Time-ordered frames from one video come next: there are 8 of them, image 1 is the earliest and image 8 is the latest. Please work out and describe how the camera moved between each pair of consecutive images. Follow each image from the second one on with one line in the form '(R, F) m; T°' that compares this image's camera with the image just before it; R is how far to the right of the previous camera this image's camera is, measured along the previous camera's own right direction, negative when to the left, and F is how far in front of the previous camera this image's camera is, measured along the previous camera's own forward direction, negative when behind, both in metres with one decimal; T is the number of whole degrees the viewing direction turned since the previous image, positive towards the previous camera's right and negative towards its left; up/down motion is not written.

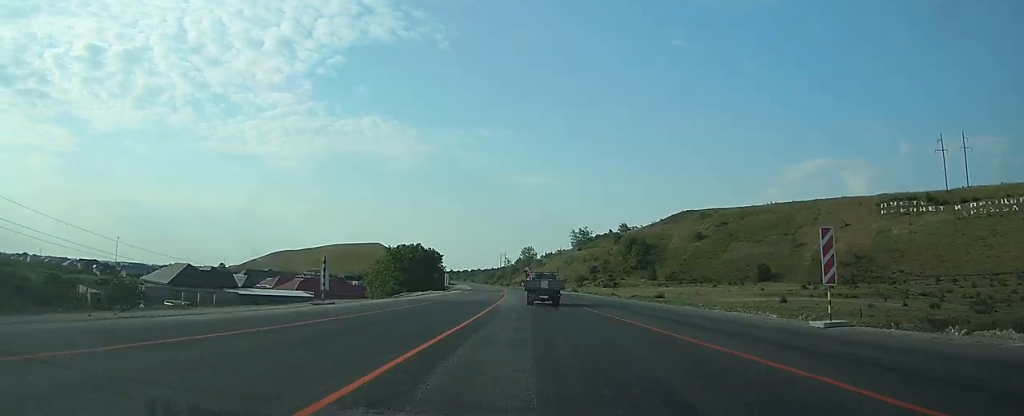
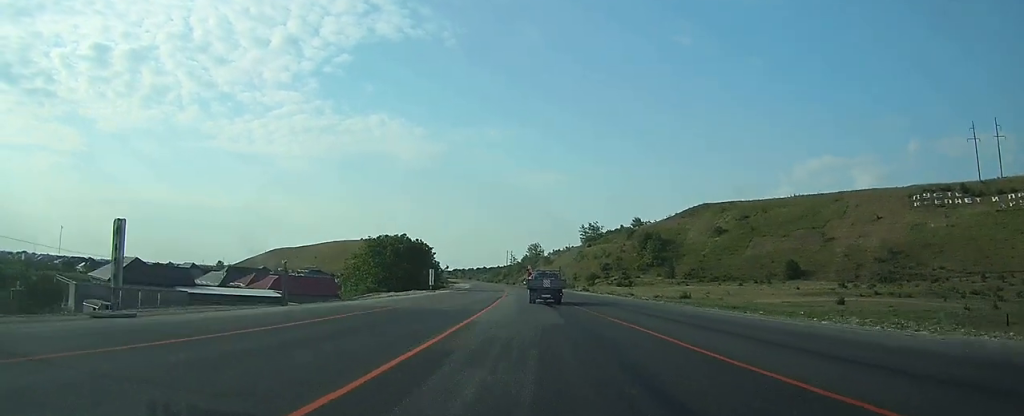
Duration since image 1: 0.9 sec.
(-0.1, +16.1) m; -1°
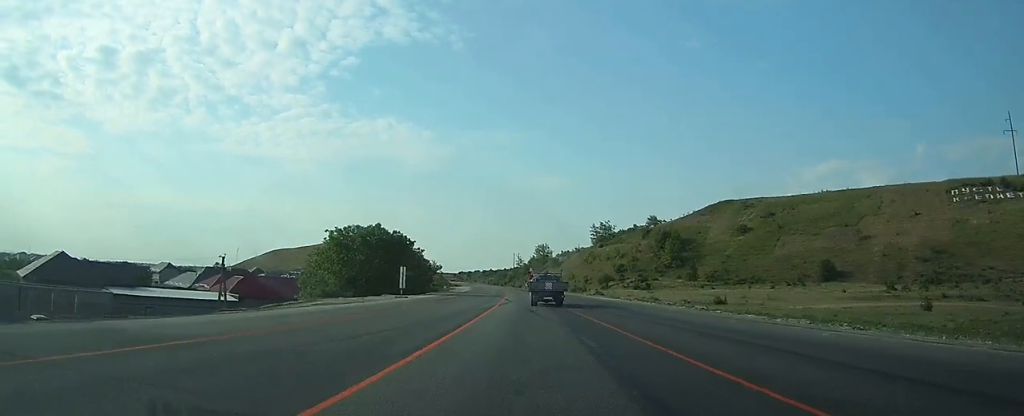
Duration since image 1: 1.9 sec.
(-0.1, +16.9) m; 0°
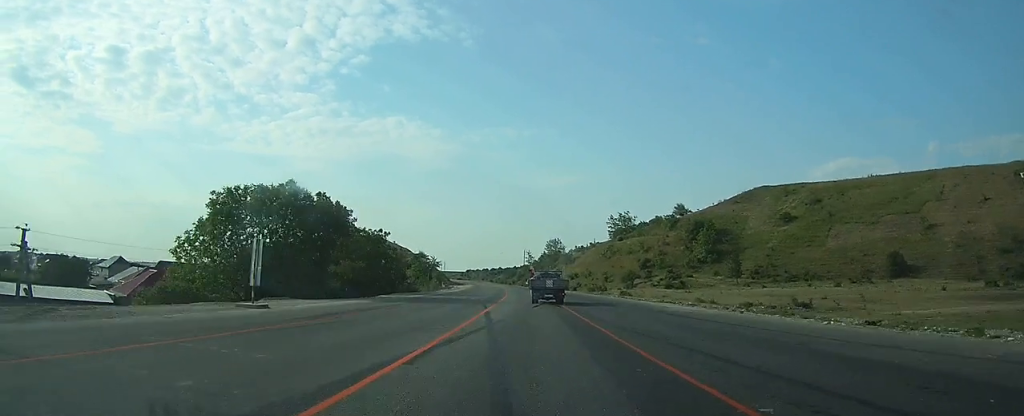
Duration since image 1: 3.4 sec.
(-0.2, +26.6) m; -1°
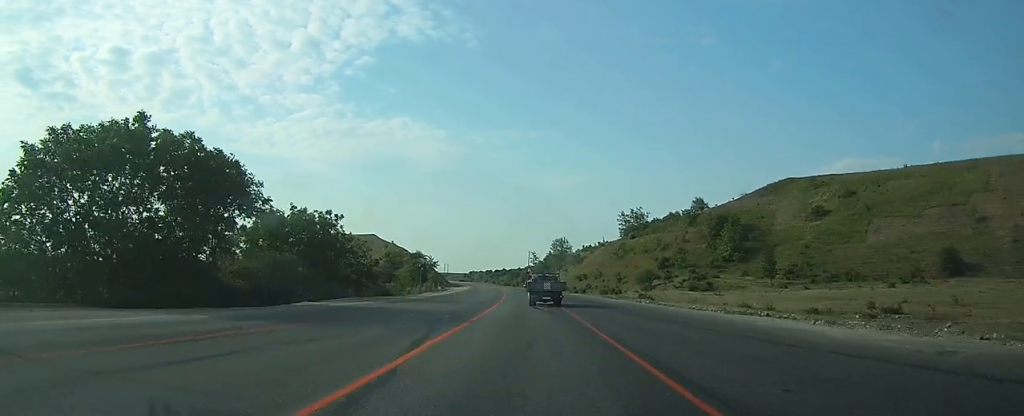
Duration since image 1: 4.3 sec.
(0.0, +17.0) m; 0°
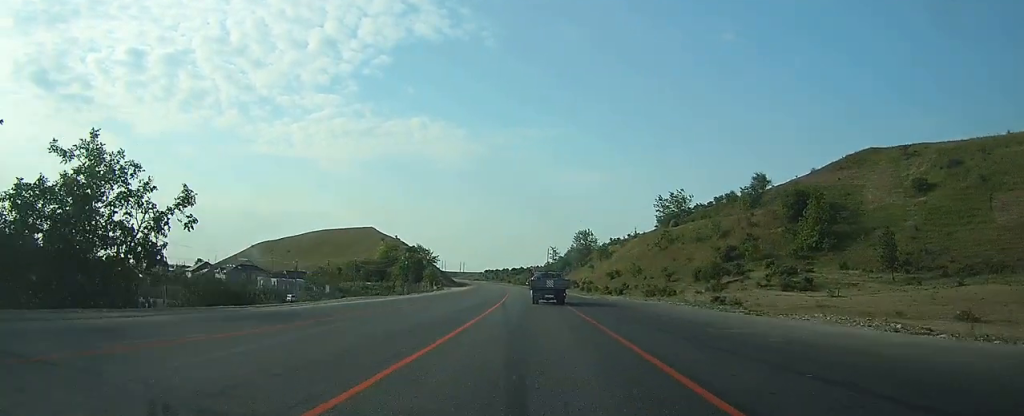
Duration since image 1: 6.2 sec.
(-0.7, +35.6) m; -2°
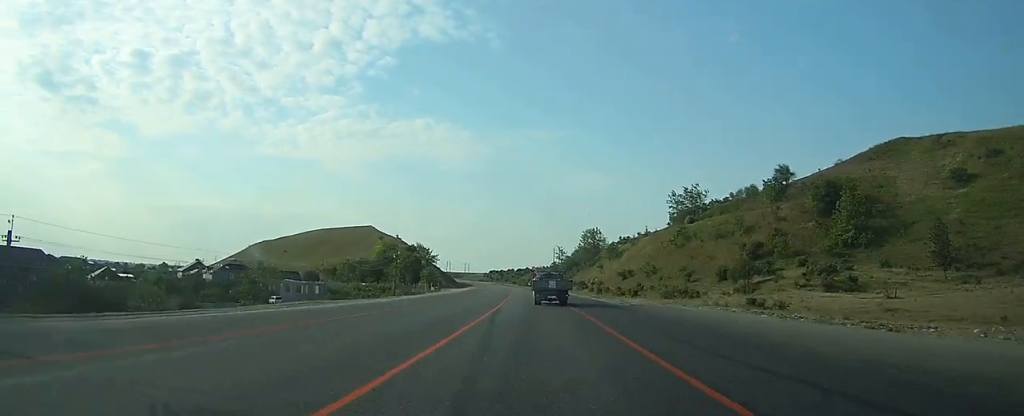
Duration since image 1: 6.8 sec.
(-0.1, +10.3) m; 0°
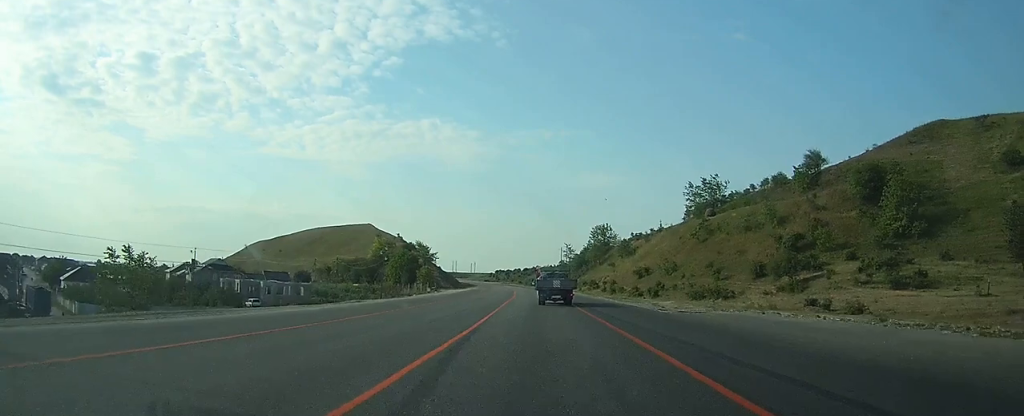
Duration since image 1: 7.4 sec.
(0.0, +12.4) m; -1°
